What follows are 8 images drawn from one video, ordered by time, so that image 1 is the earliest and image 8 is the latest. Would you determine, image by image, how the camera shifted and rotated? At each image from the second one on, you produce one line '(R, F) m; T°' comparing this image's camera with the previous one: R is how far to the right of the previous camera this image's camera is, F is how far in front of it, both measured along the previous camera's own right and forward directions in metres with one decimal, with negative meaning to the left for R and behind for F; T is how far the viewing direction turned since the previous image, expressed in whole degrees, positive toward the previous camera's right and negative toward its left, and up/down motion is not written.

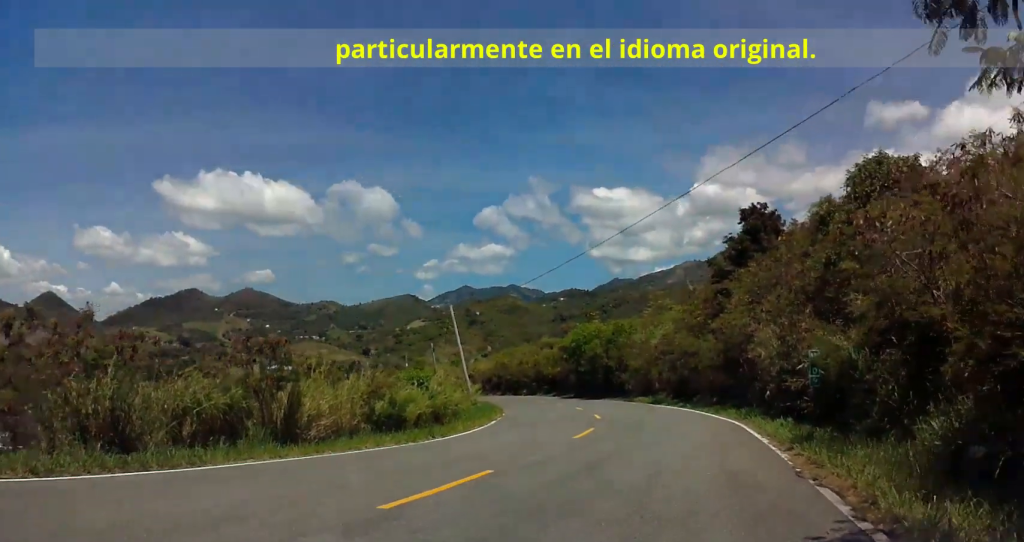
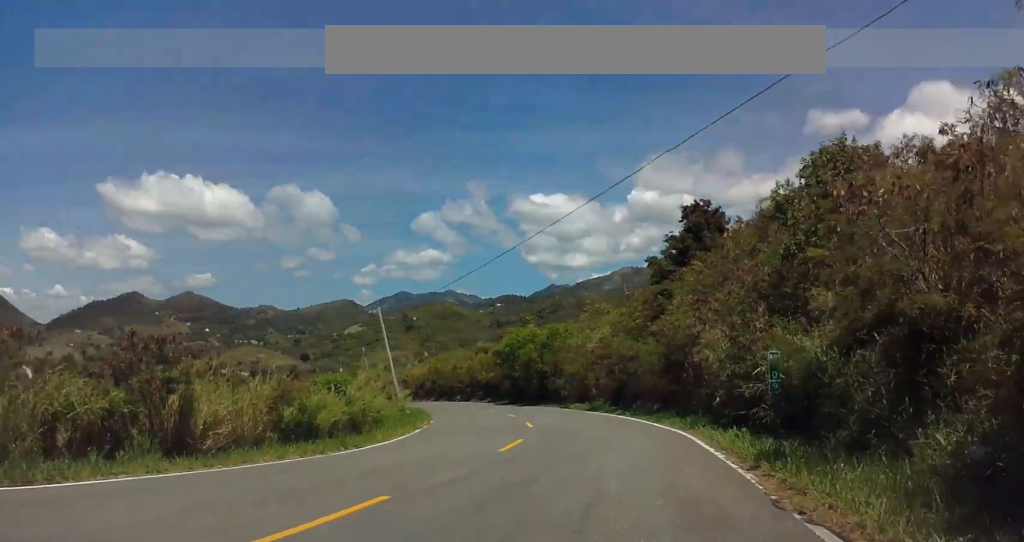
(+0.4, +2.3) m; +9°
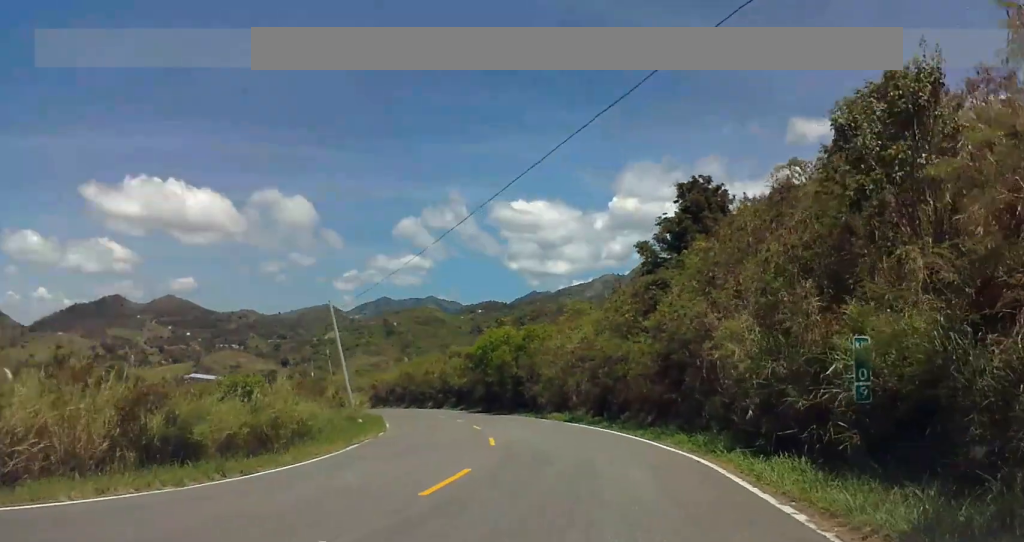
(+0.8, +5.8) m; +15°
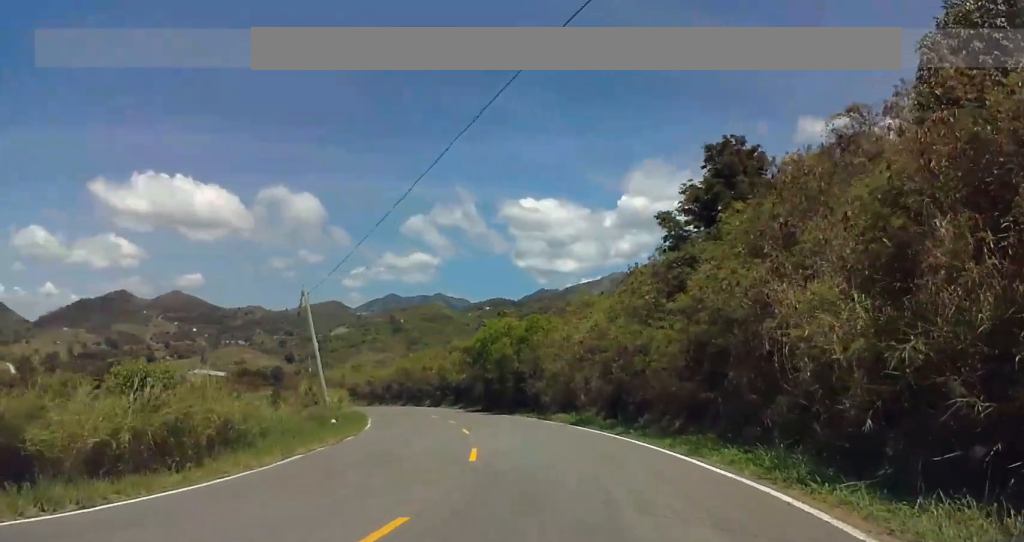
(+0.4, +5.3) m; +8°
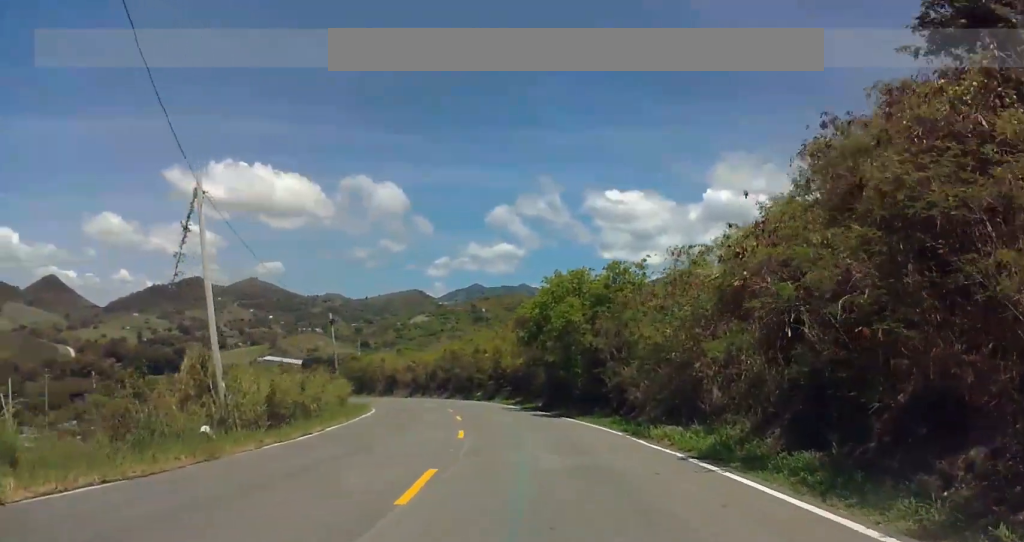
(+1.8, +18.3) m; +6°
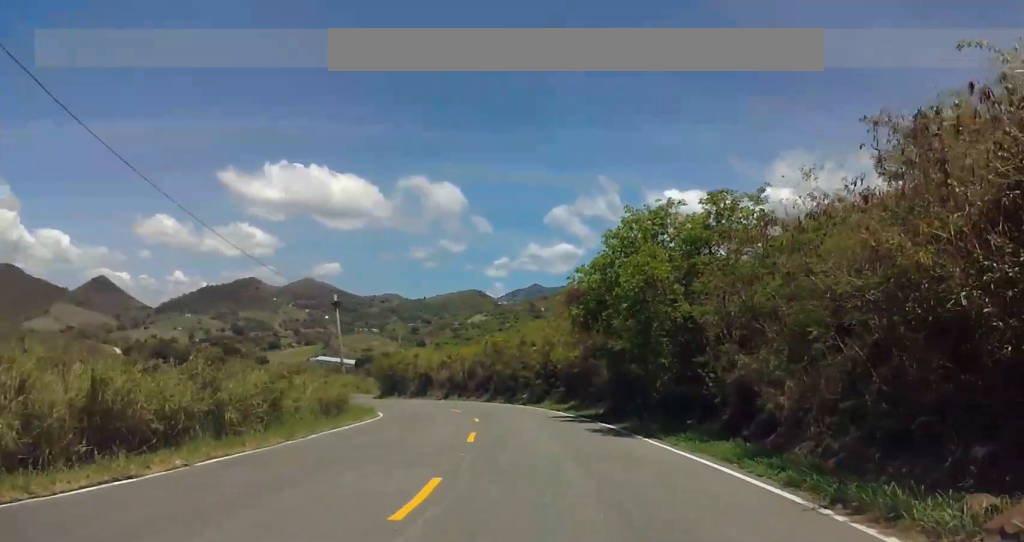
(-0.1, +13.0) m; -4°
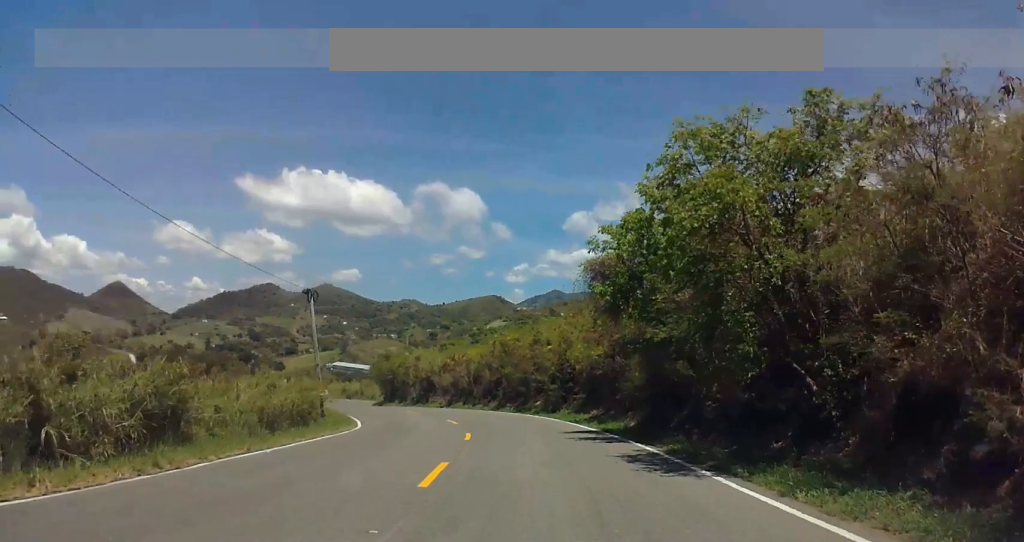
(-0.3, +8.5) m; -3°
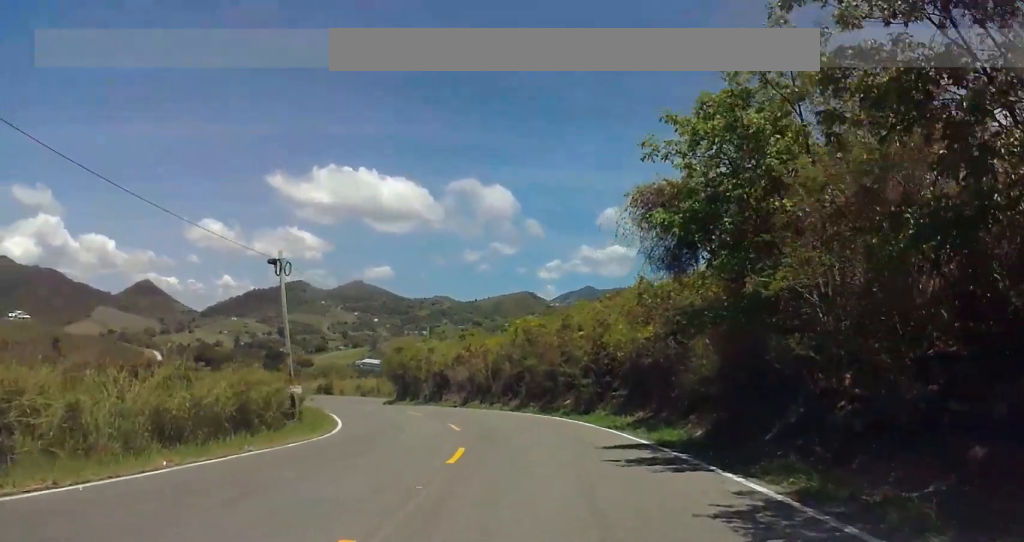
(-0.3, +8.9) m; -2°
